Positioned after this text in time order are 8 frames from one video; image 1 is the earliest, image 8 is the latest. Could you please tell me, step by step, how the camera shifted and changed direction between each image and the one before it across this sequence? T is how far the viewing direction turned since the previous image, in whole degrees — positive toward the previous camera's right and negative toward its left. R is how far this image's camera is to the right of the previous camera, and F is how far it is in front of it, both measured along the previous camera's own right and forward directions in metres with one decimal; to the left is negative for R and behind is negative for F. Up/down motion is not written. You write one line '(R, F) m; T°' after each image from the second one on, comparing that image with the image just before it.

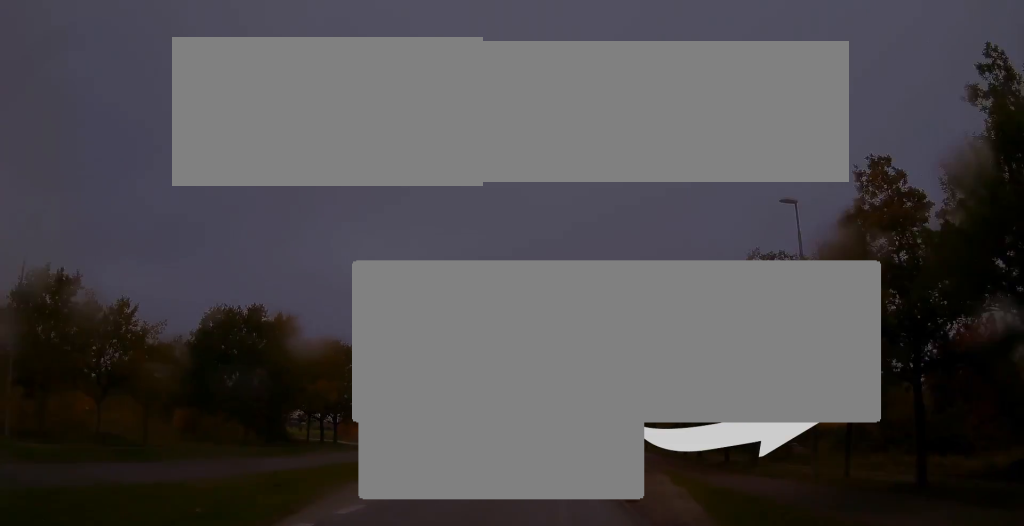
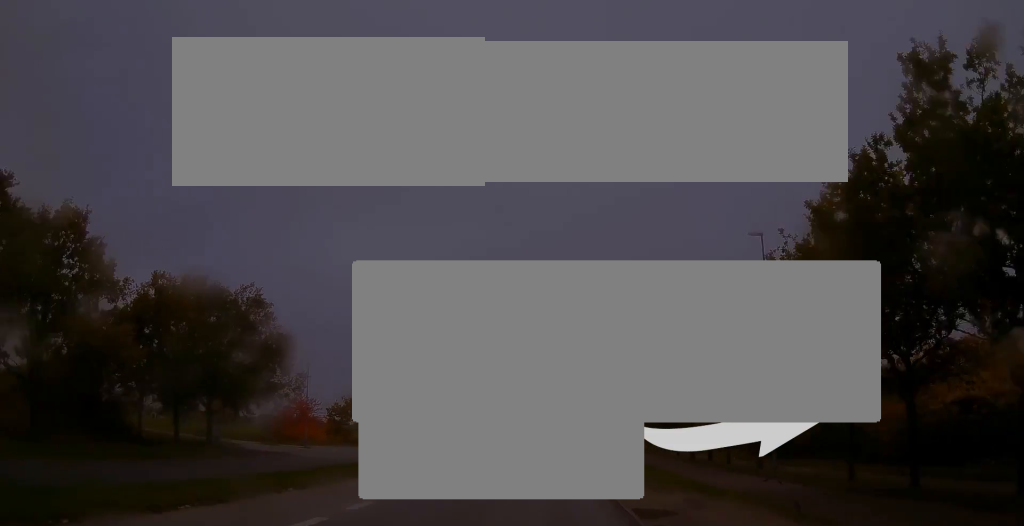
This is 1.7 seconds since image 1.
(0.0, +29.2) m; 0°
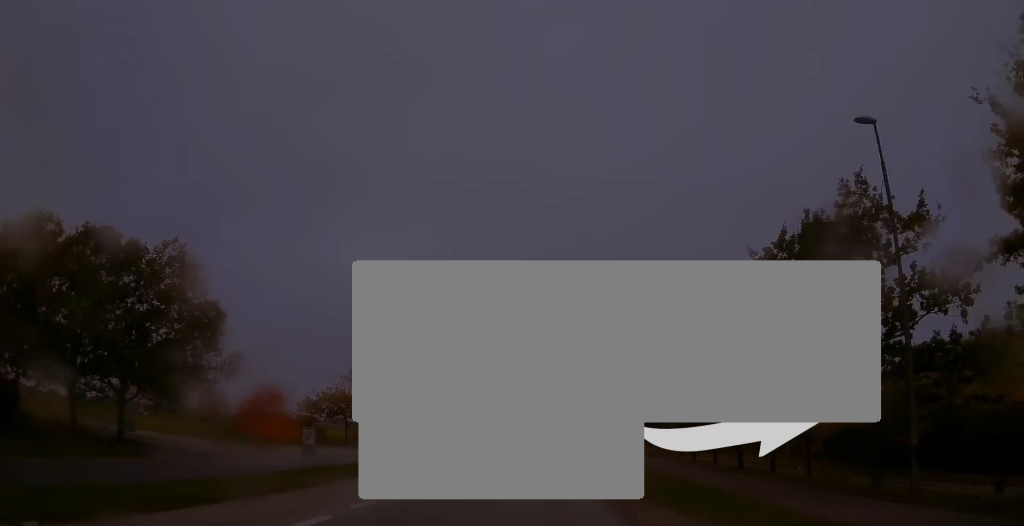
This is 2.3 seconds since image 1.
(+0.2, +11.0) m; 0°
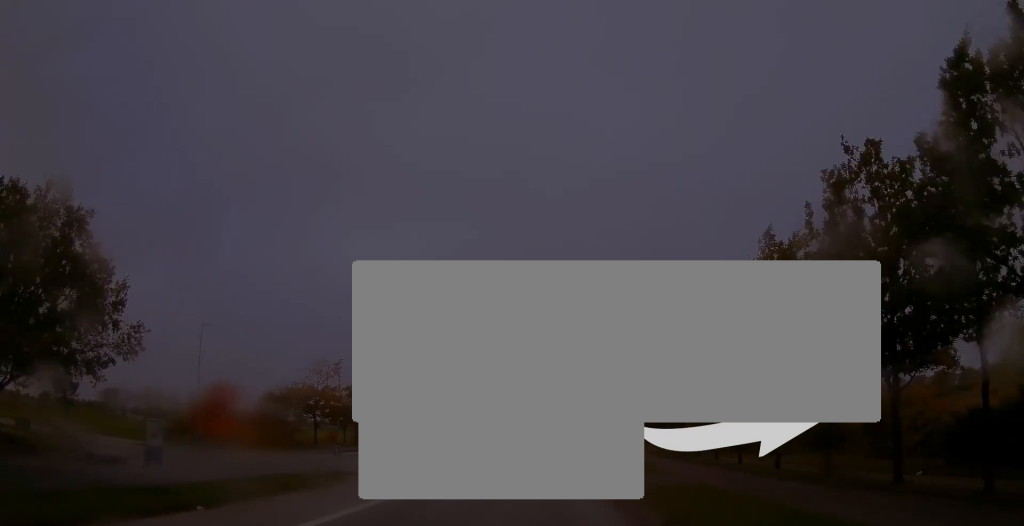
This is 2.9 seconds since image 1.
(0.0, +10.4) m; 0°
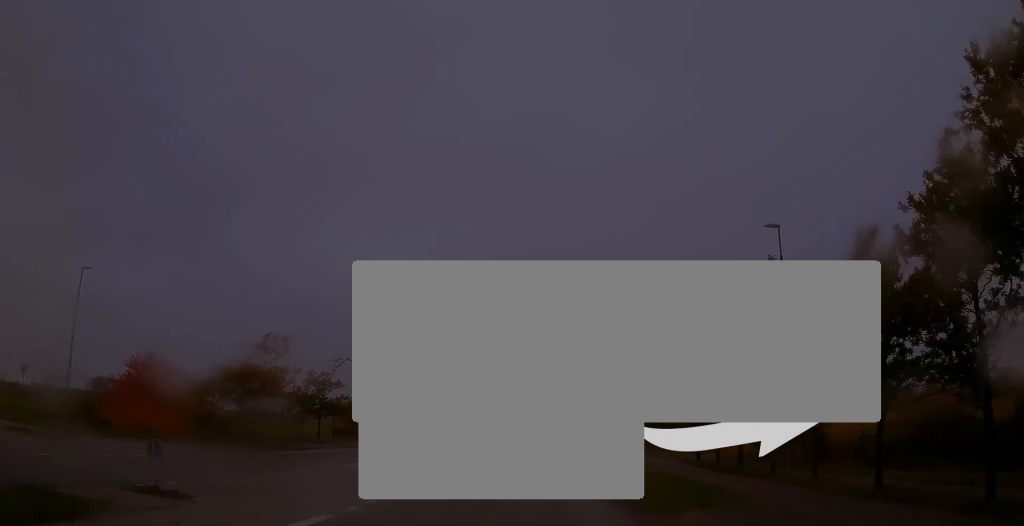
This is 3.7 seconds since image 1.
(-0.3, +13.9) m; -1°
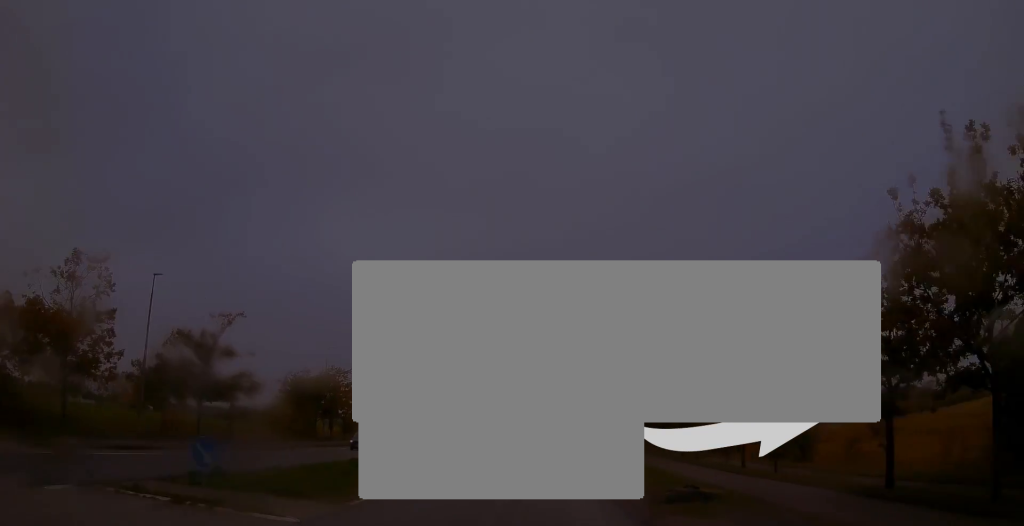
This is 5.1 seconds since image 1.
(0.0, +24.4) m; 0°
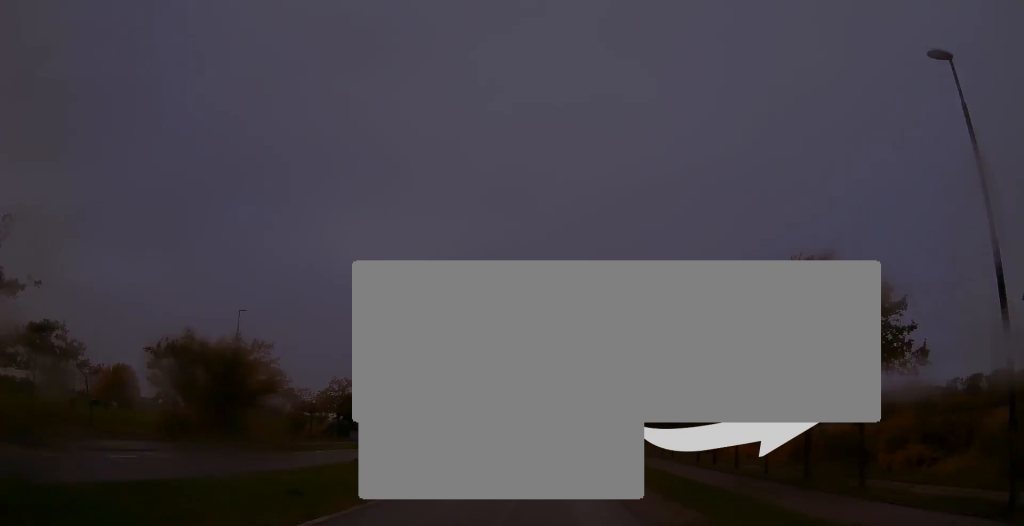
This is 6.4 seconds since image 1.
(0.0, +22.2) m; 0°
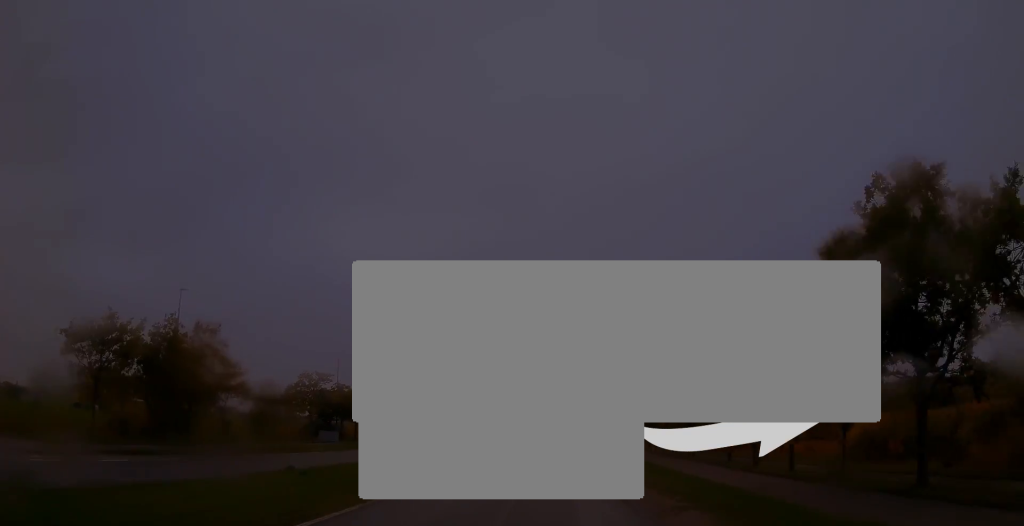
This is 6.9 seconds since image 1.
(0.0, +8.2) m; 0°
